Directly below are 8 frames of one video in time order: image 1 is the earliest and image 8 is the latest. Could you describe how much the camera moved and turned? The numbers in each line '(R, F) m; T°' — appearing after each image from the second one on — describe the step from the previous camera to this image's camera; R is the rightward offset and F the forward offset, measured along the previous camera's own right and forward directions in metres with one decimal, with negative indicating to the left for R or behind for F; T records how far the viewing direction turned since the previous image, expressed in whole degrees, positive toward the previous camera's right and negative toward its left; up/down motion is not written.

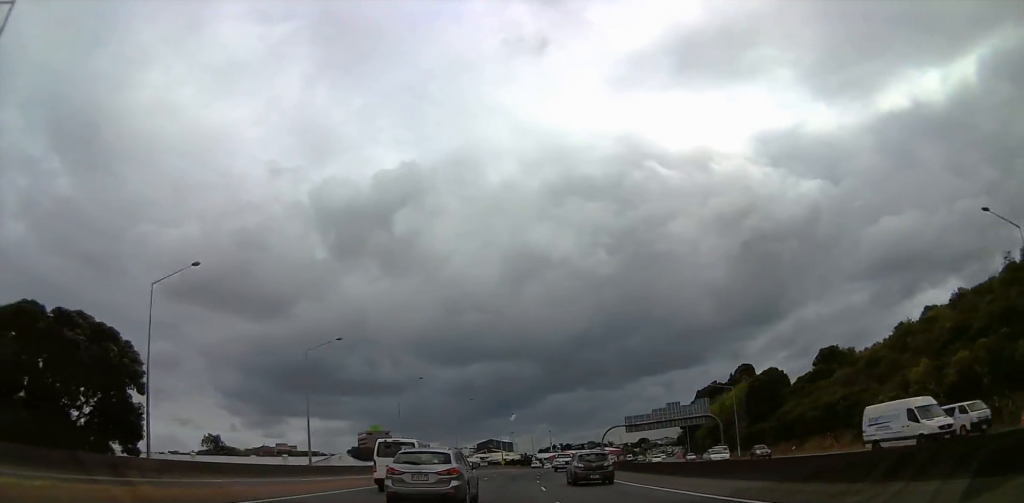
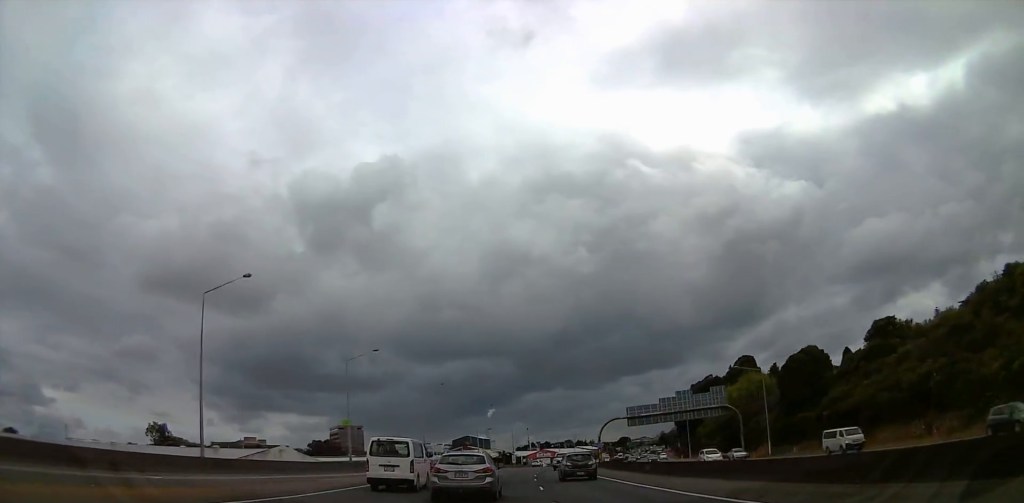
(+0.7, +20.3) m; +2°
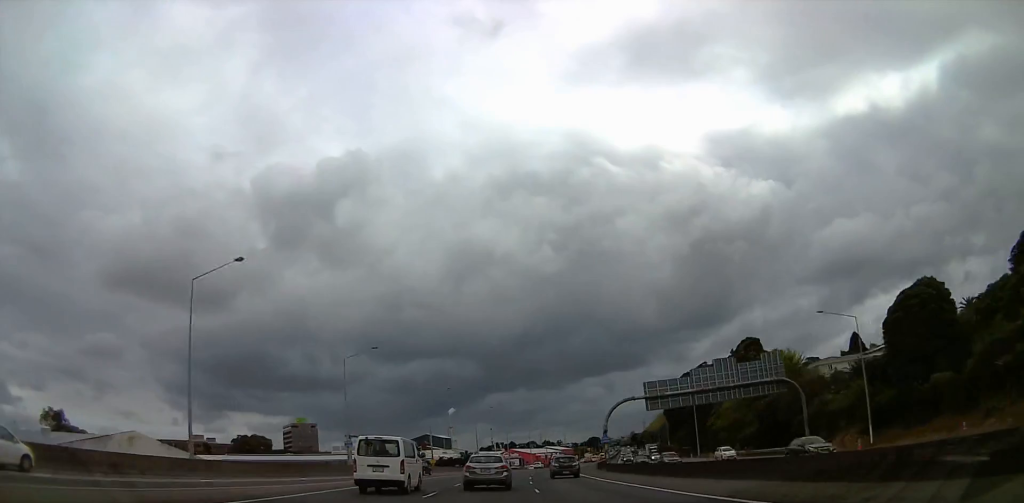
(+1.4, +32.7) m; +5°
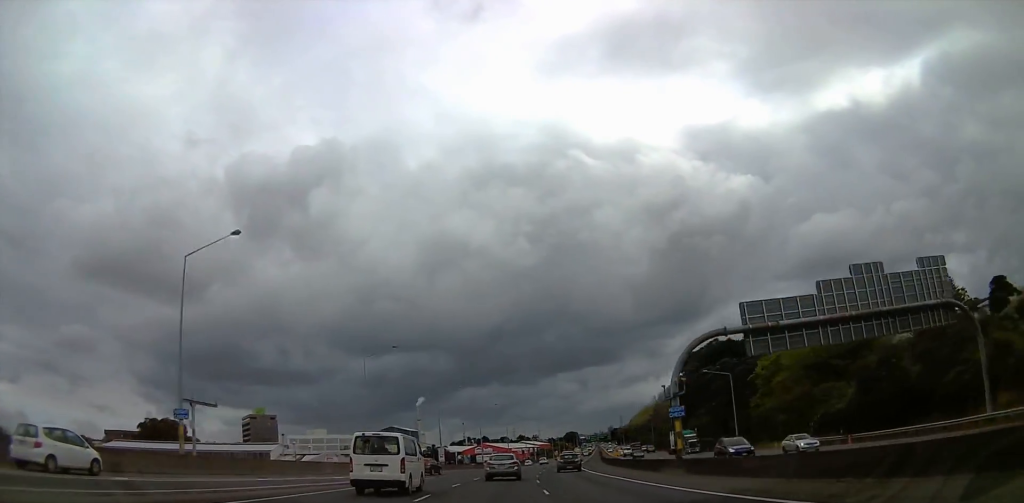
(+0.4, +32.9) m; 0°
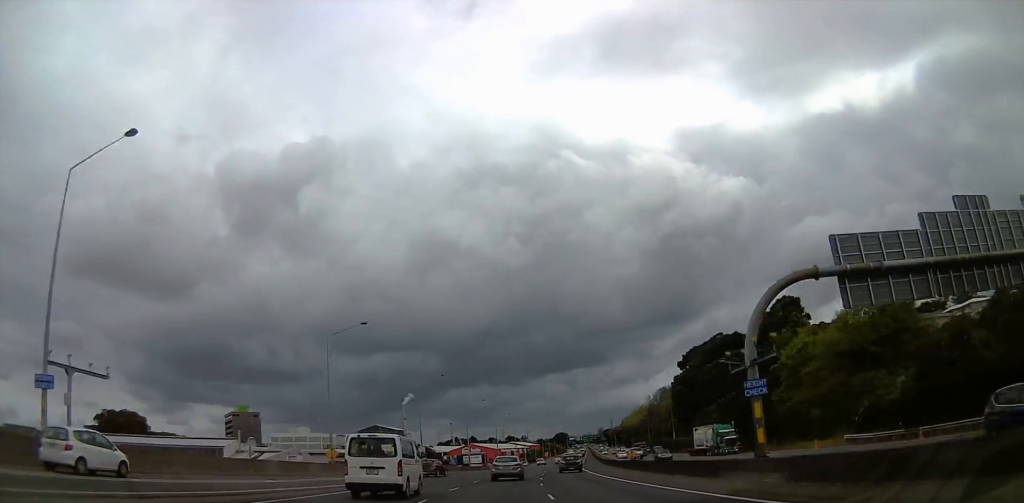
(0.0, +11.5) m; +1°
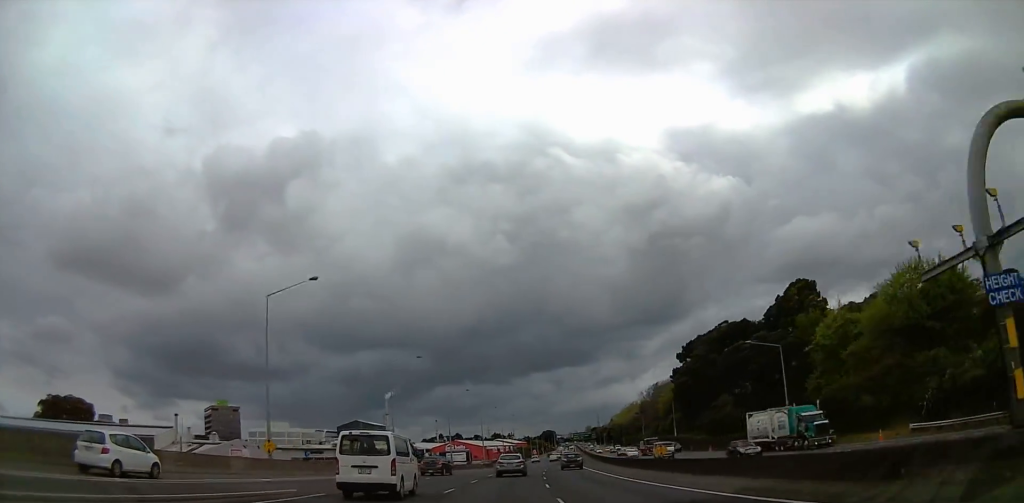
(+0.1, +13.2) m; +2°
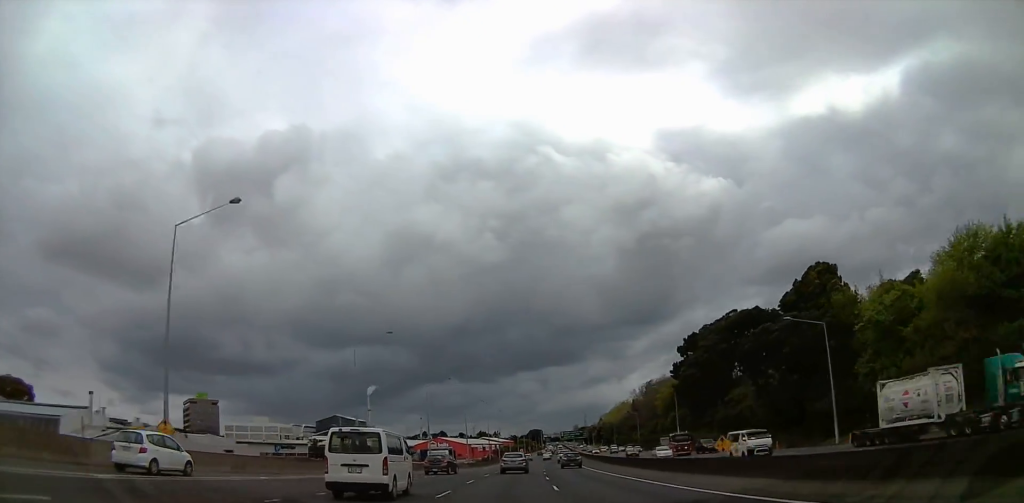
(0.0, +13.2) m; +2°
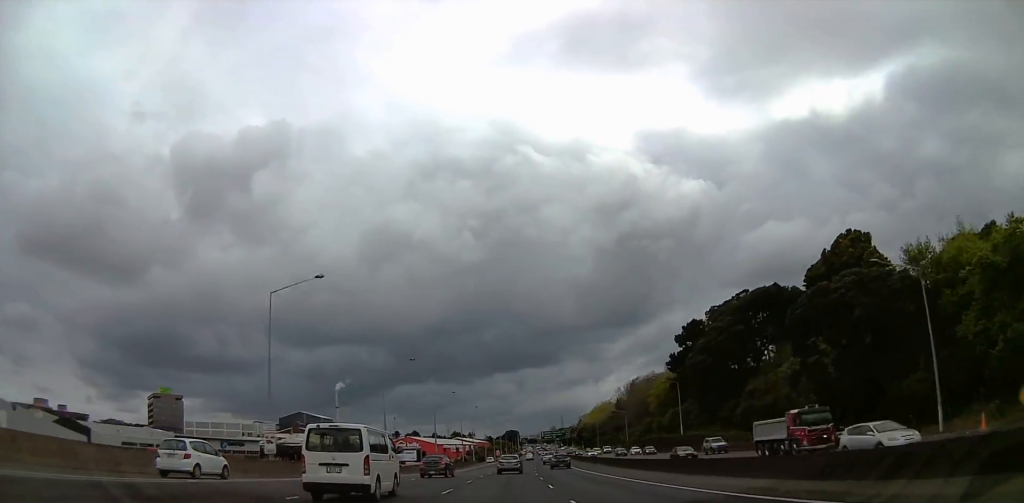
(+0.7, +18.5) m; +2°
